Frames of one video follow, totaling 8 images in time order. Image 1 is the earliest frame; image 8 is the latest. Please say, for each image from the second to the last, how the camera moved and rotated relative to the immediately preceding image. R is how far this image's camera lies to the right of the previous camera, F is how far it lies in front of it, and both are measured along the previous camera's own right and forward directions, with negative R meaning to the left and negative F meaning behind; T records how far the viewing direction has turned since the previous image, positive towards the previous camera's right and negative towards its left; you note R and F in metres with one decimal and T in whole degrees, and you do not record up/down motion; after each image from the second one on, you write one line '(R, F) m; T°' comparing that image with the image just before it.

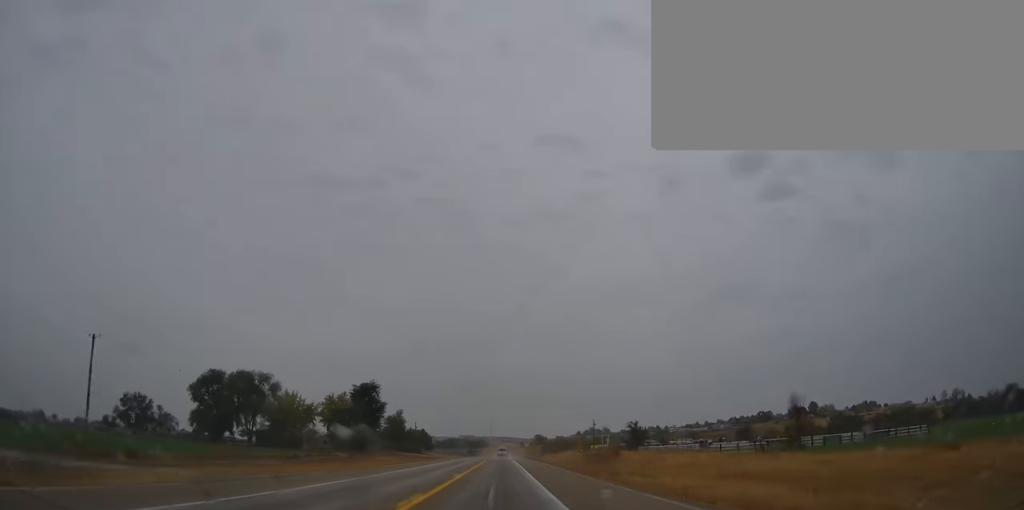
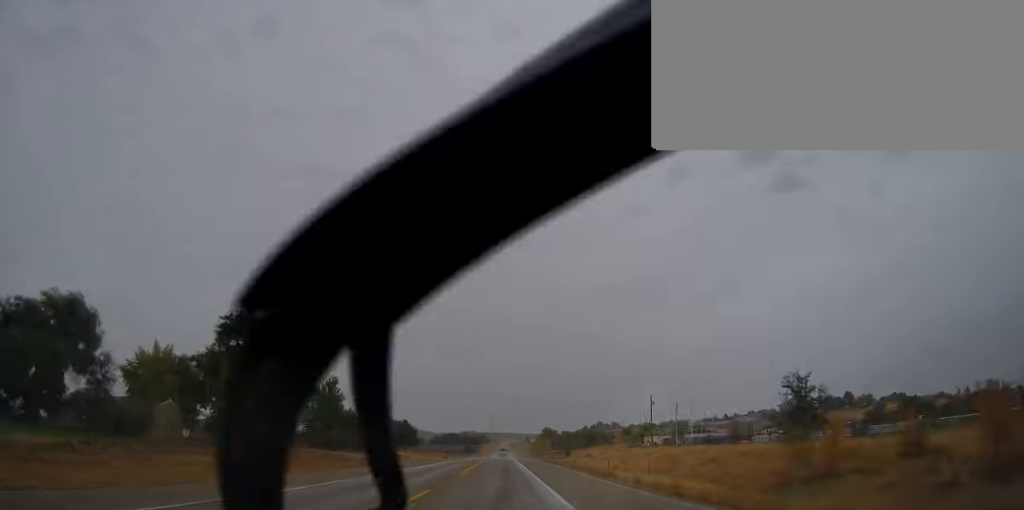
(+0.5, +77.6) m; 0°
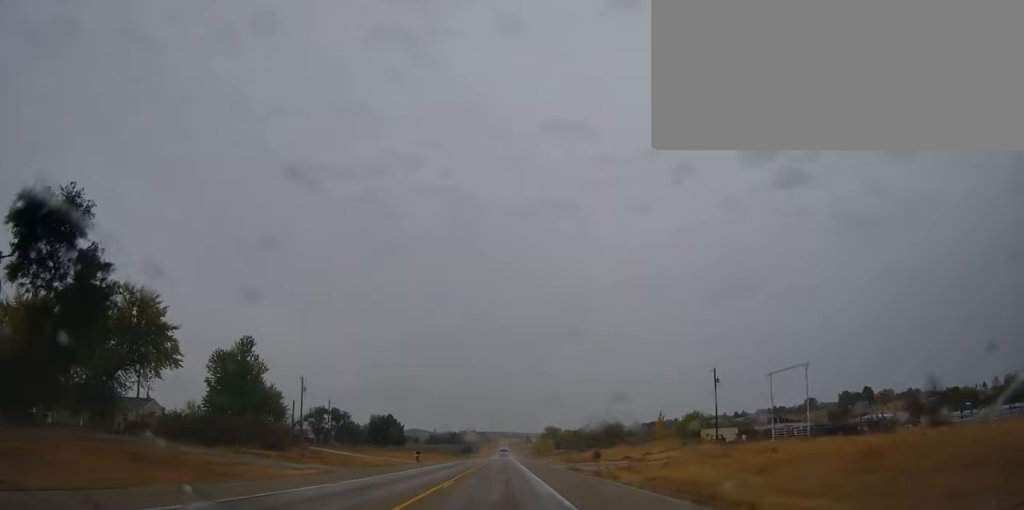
(-0.1, +39.7) m; 0°
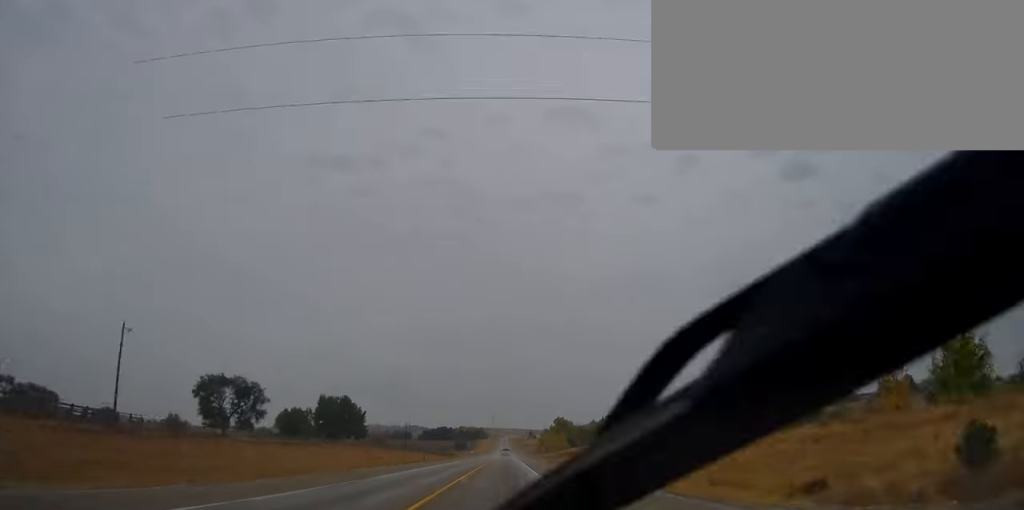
(+0.4, +73.7) m; +1°
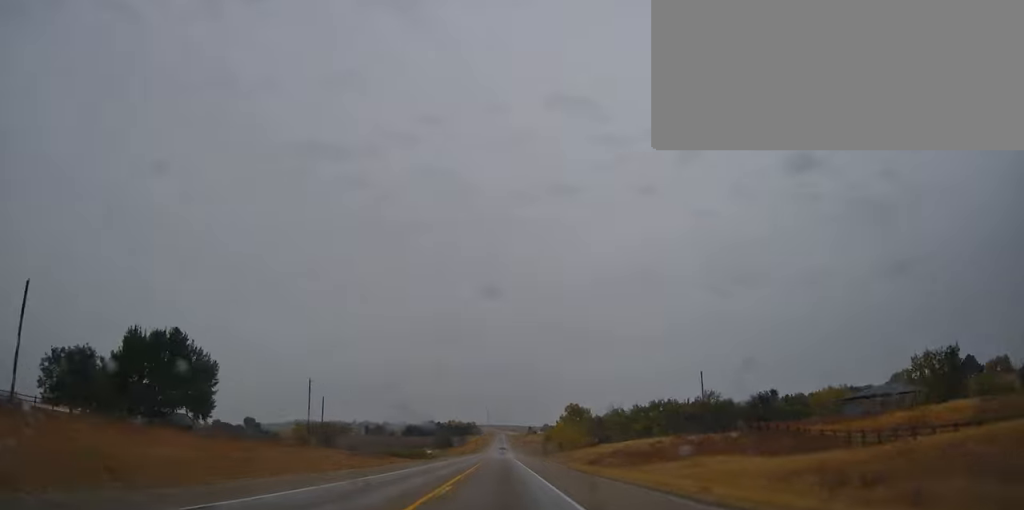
(-0.1, +98.4) m; 0°
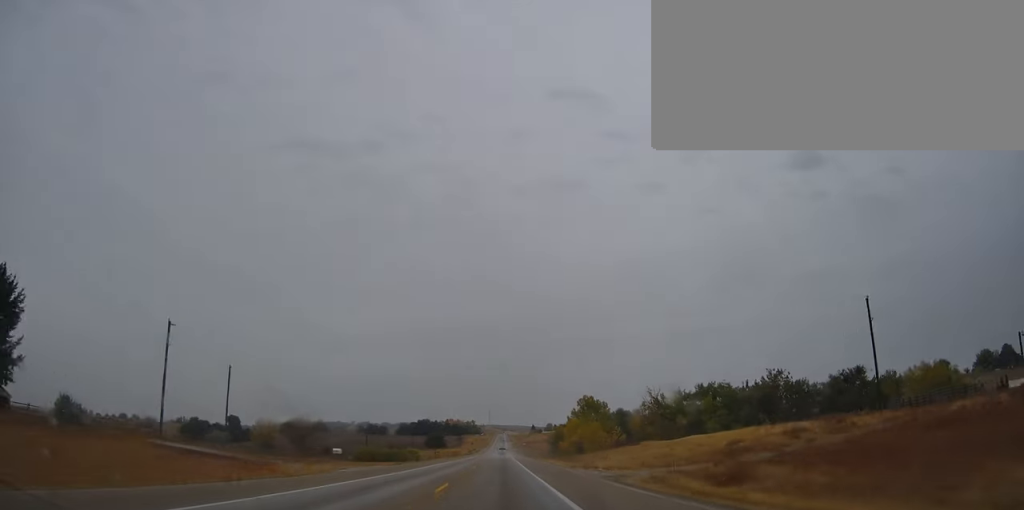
(+0.6, +44.7) m; 0°
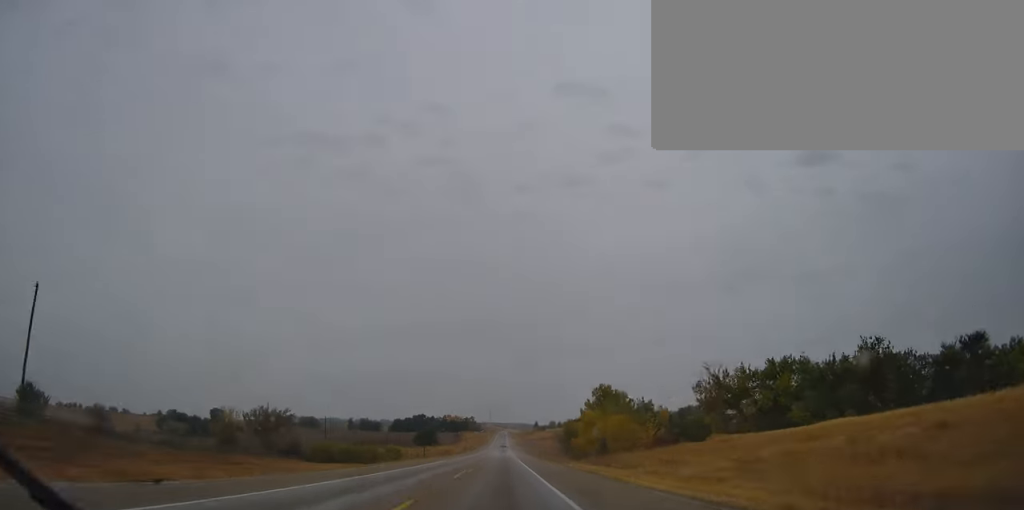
(-0.3, +39.0) m; 0°
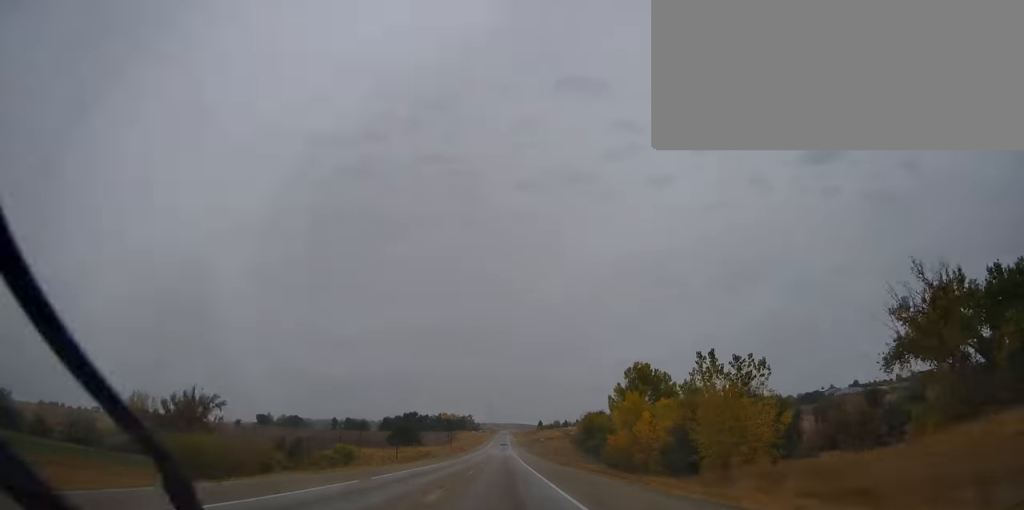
(-0.3, +55.8) m; 0°
